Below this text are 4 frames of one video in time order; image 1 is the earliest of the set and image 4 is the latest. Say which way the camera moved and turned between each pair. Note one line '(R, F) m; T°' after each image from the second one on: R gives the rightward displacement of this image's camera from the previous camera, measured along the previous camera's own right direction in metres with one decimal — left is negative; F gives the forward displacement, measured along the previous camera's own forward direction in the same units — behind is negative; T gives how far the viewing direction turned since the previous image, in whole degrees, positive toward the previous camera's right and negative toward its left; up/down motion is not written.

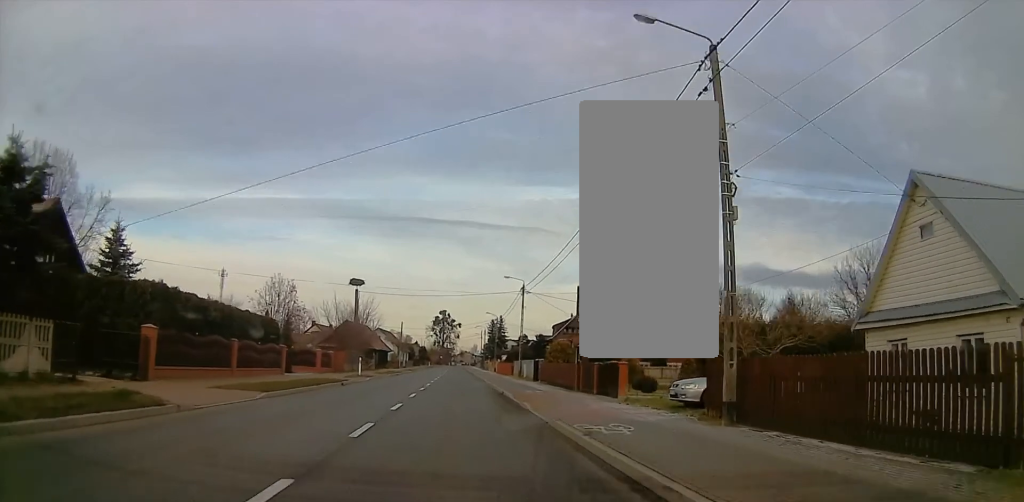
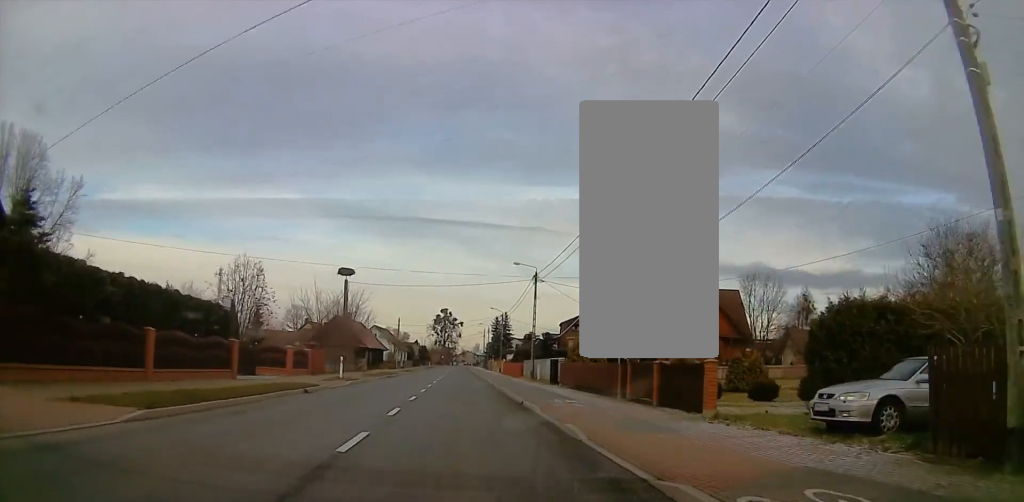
(+0.1, +6.2) m; +1°
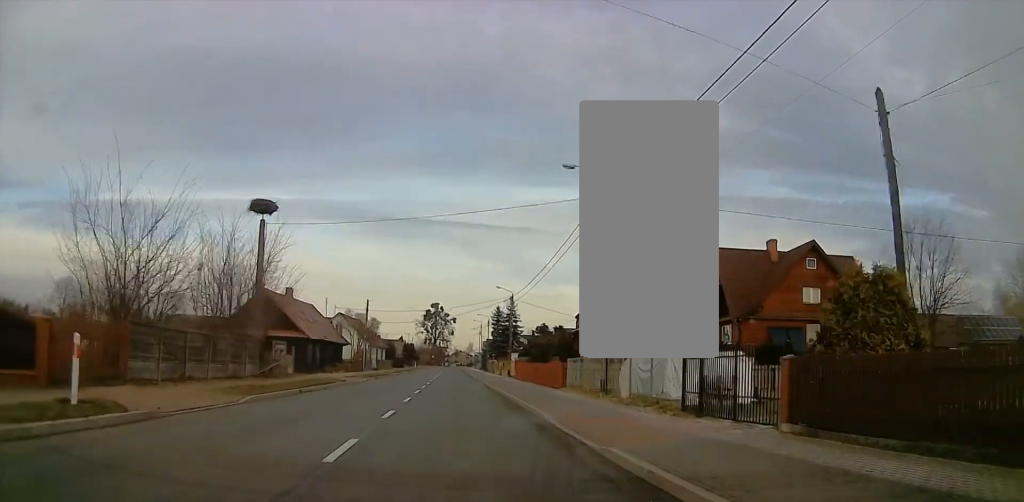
(0.0, +21.8) m; -2°
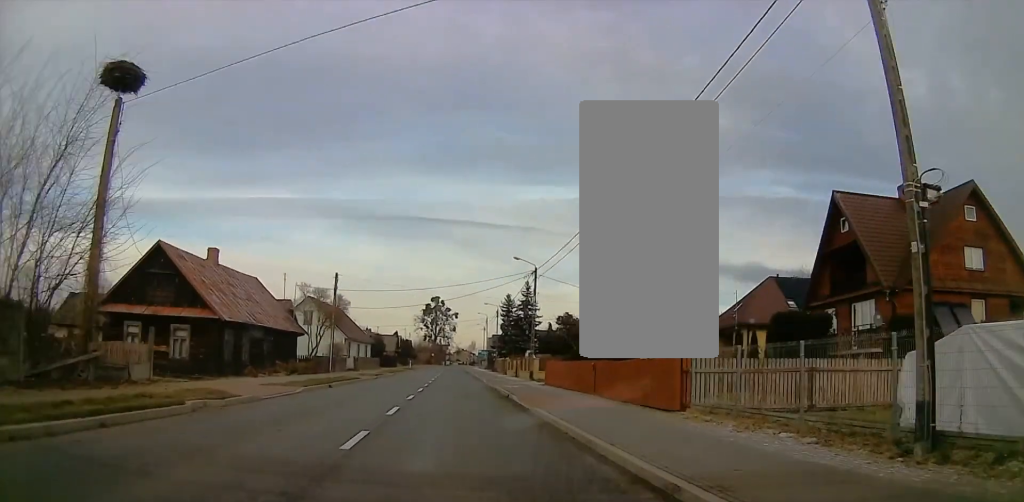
(-0.2, +19.2) m; -1°
